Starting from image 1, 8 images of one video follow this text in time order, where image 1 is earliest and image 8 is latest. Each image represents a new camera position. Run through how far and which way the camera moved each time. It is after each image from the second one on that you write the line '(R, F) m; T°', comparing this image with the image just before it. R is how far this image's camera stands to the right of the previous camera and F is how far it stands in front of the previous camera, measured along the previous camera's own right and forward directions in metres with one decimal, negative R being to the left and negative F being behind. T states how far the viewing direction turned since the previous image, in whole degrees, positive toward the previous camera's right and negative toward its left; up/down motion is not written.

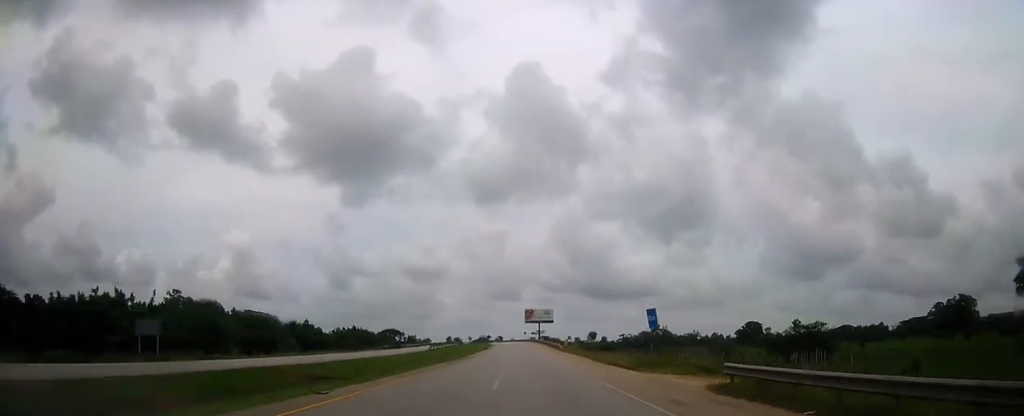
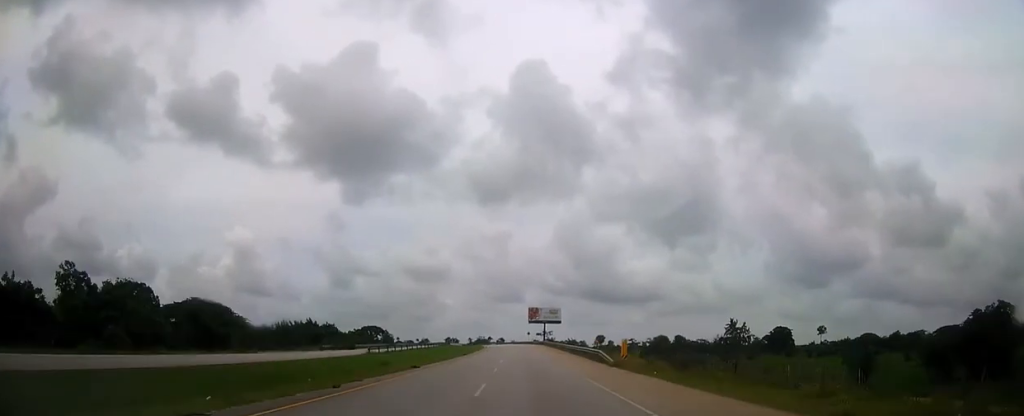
(+0.1, +39.0) m; 0°
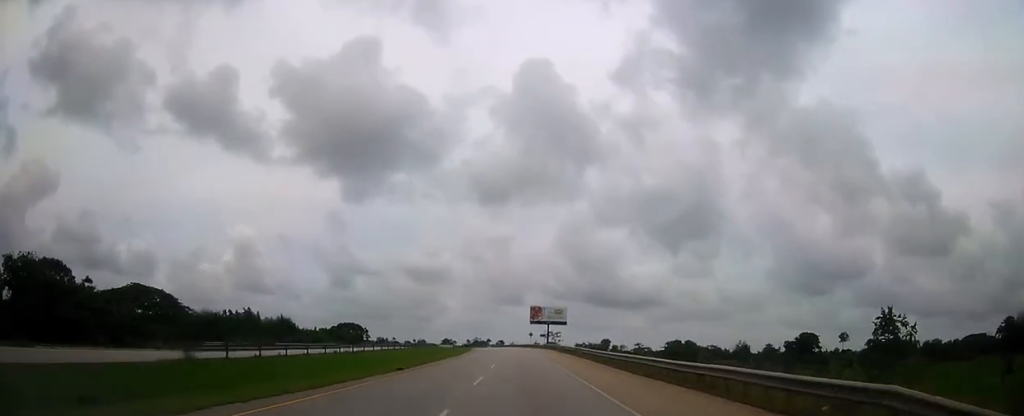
(0.0, +32.2) m; 0°
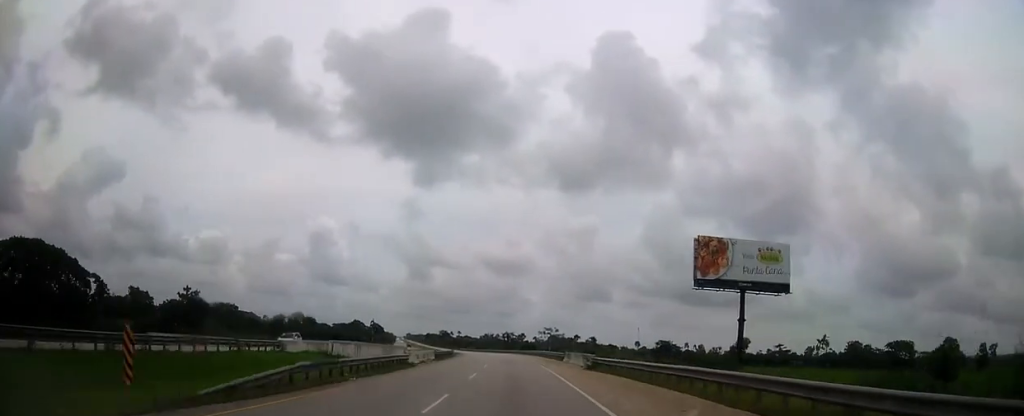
(-7.5, +163.8) m; -7°
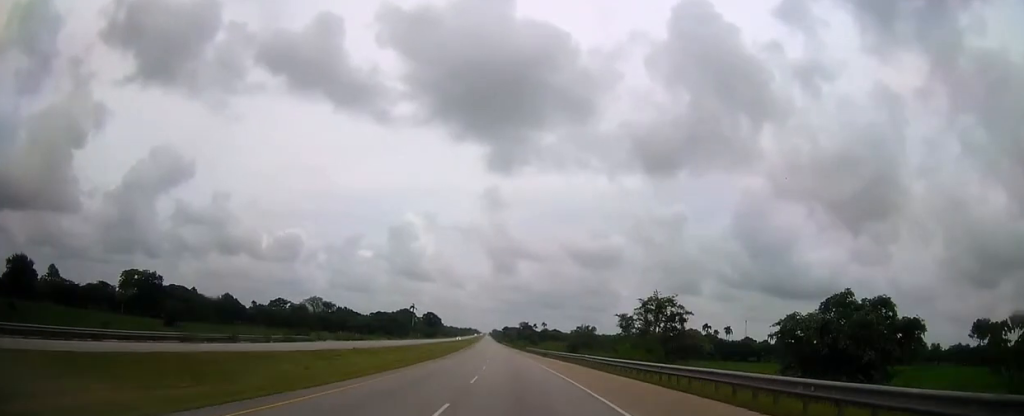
(-12.9, +158.0) m; -9°
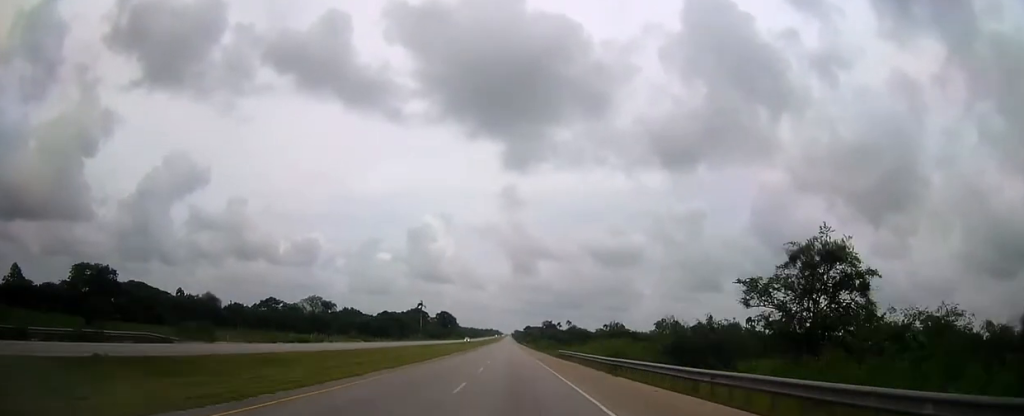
(-1.1, +40.3) m; -2°
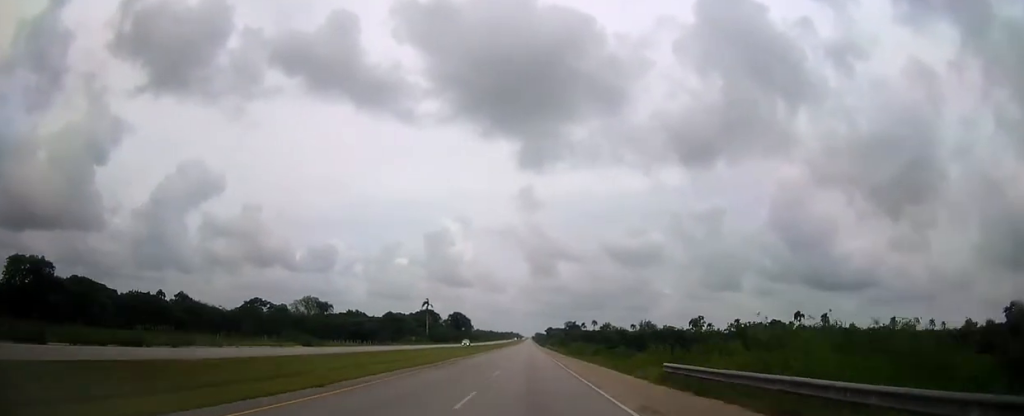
(-0.5, +40.3) m; -1°
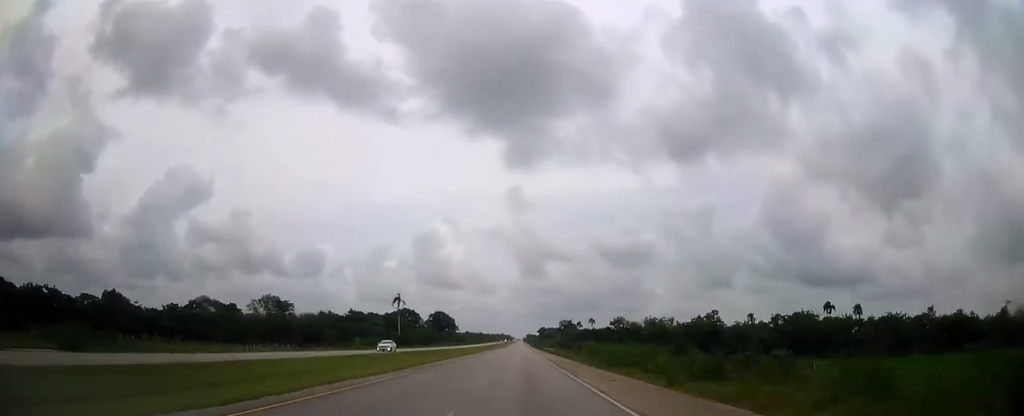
(-0.5, +40.2) m; -1°
